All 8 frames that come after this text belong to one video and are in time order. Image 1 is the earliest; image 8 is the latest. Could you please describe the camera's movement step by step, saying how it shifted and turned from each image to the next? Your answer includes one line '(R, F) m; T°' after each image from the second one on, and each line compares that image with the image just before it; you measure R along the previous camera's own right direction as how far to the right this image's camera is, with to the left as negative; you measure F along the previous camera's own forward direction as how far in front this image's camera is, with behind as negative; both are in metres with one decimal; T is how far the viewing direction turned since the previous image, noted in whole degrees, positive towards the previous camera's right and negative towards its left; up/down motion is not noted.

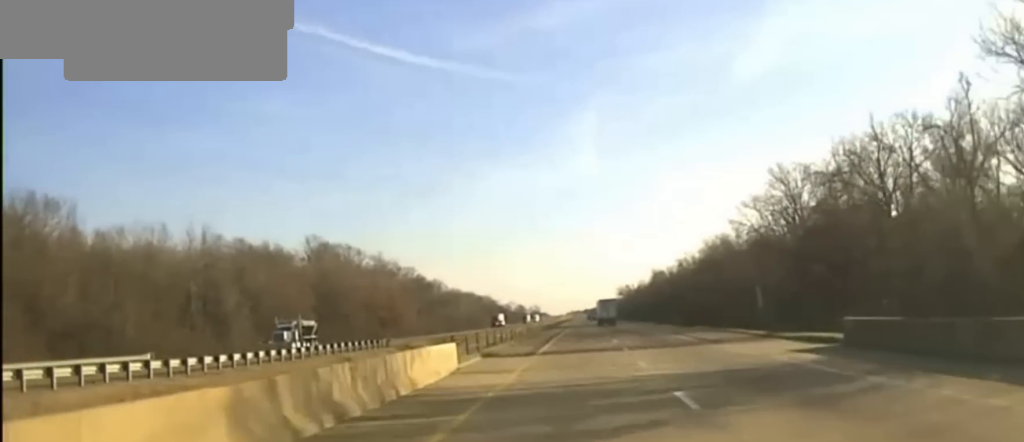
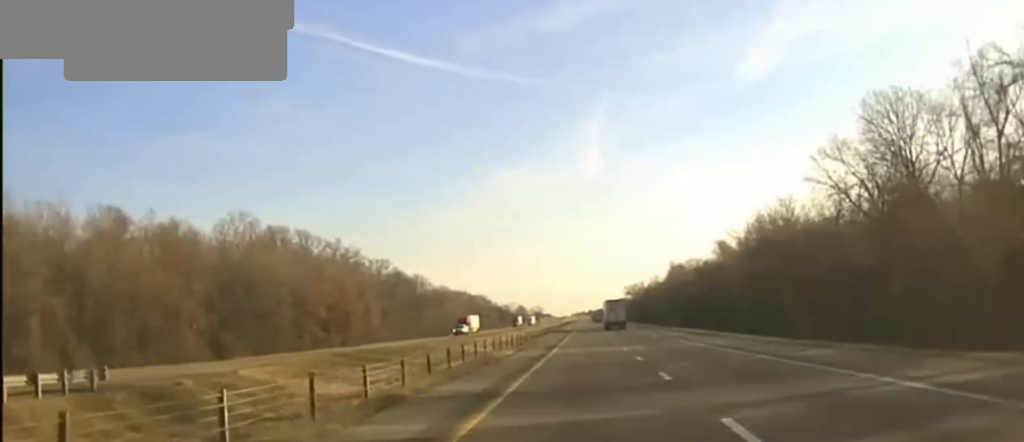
(0.0, +52.9) m; 0°
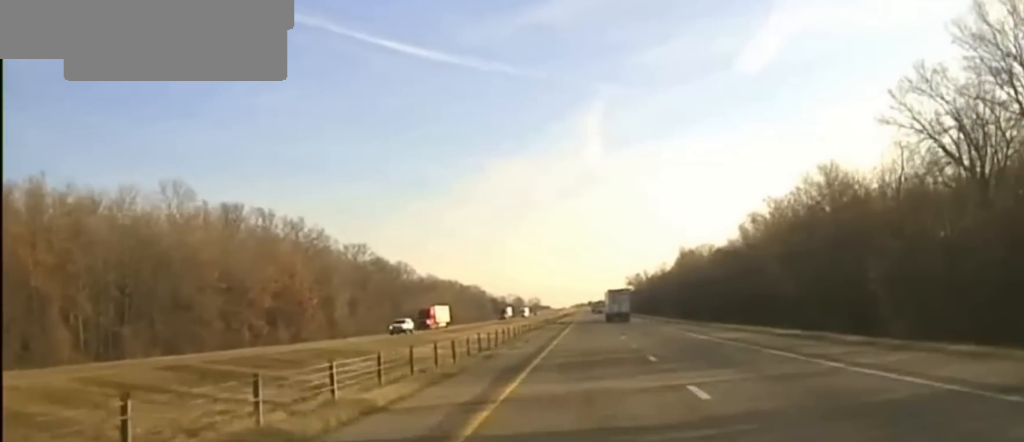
(0.0, +29.8) m; 0°
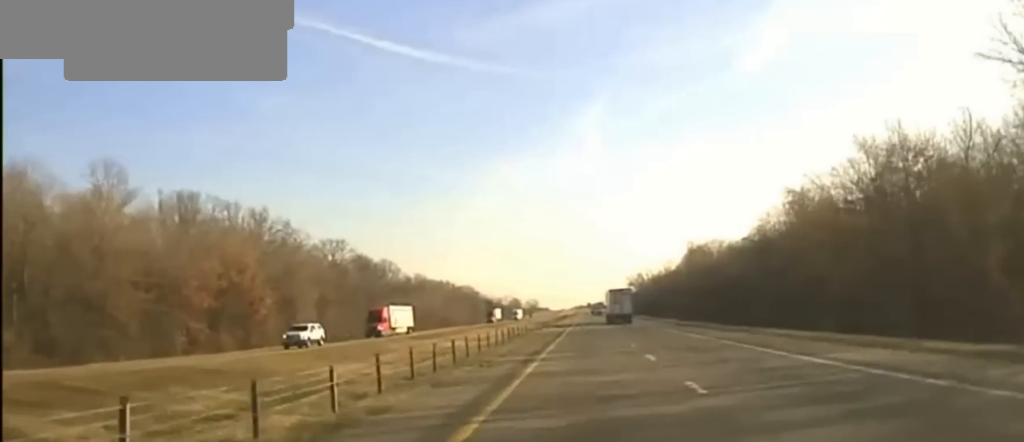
(0.0, +21.7) m; 0°
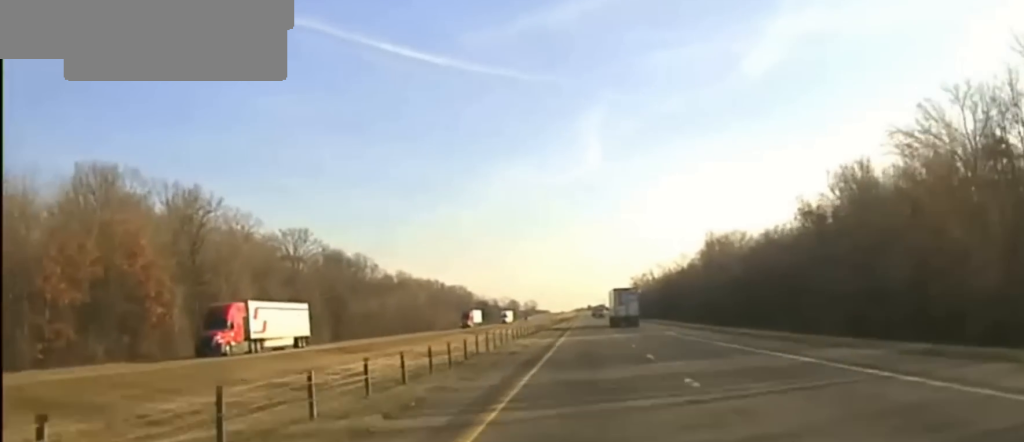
(0.0, +33.6) m; 0°
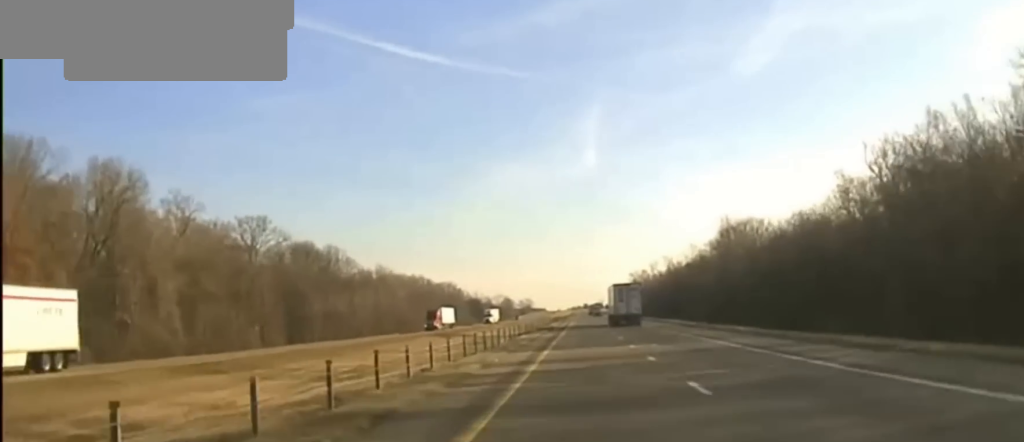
(0.0, +24.5) m; 0°
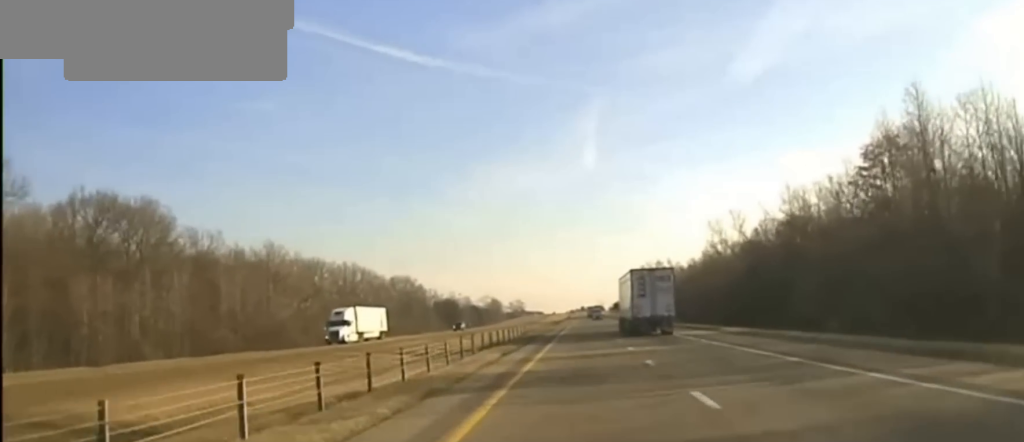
(+0.4, +94.1) m; 0°
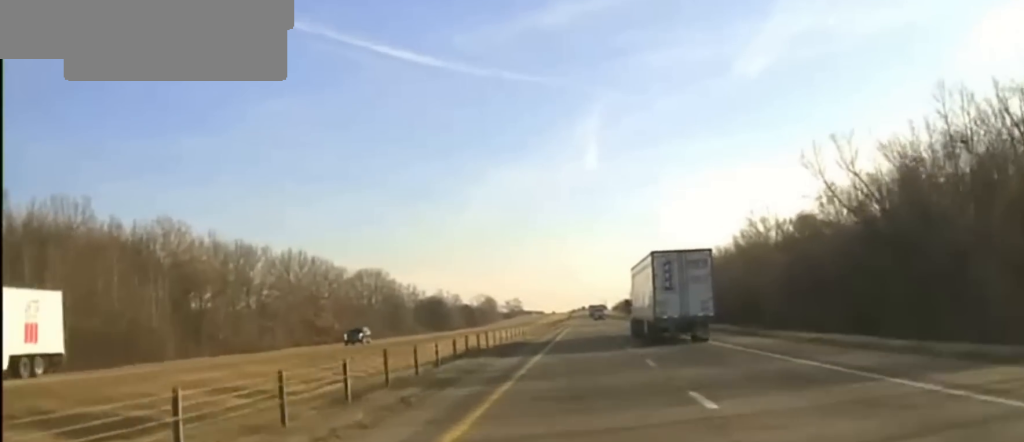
(-0.1, +41.9) m; 0°
